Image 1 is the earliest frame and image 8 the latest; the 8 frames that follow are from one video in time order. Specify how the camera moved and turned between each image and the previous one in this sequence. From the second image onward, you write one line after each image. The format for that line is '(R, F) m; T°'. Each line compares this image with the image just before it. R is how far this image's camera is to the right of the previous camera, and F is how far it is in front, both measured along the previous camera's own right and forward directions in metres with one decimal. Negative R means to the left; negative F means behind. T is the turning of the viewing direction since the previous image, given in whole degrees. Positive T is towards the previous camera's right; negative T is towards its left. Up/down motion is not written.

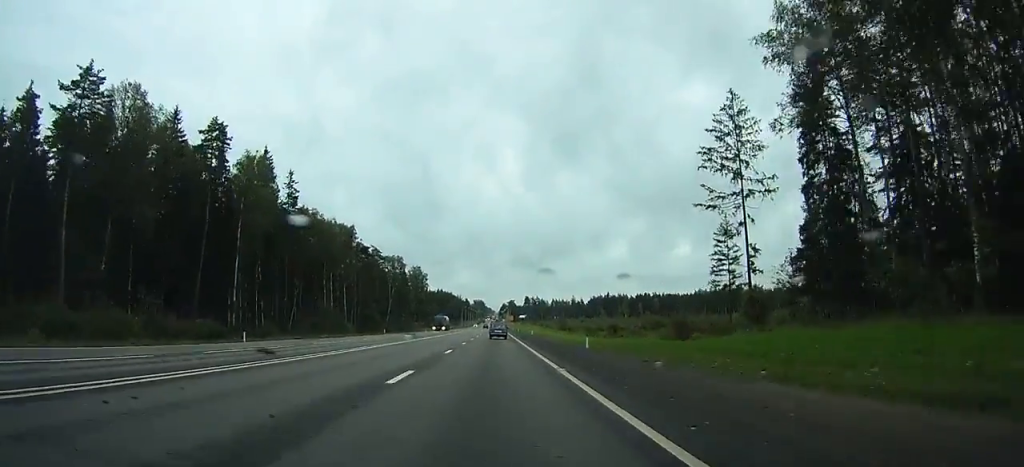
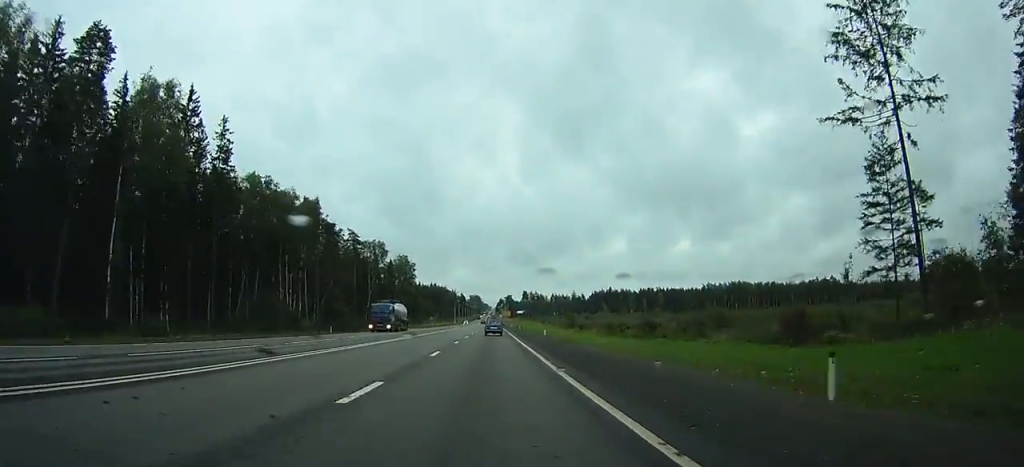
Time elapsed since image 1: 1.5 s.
(+0.1, +26.6) m; 0°
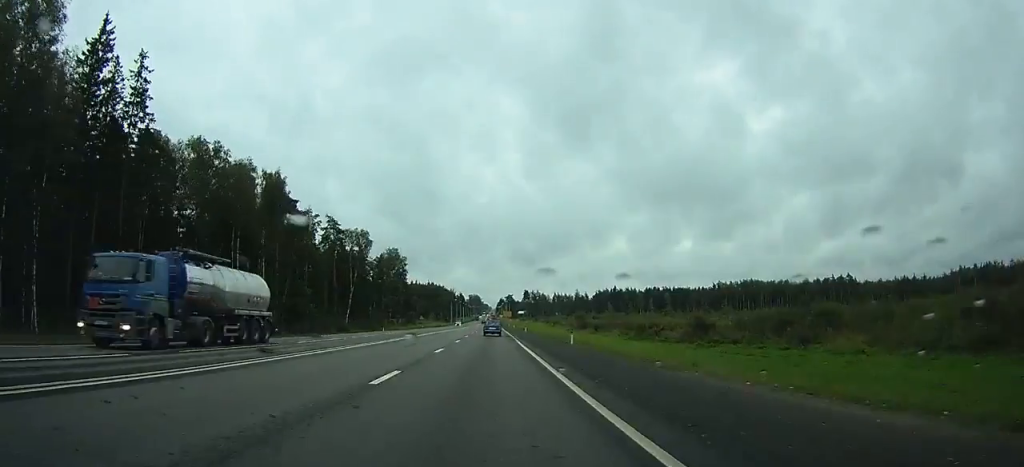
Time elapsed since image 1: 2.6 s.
(0.0, +20.8) m; 0°
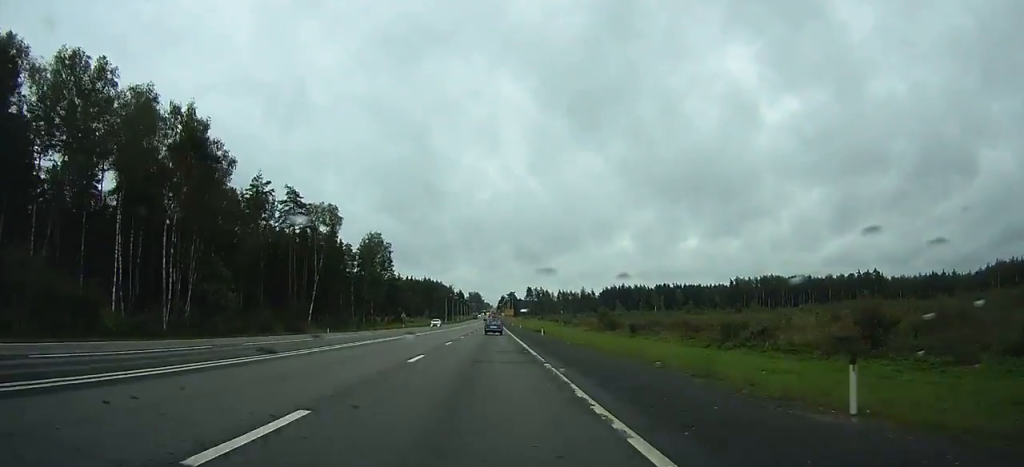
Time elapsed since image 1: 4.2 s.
(+0.3, +30.0) m; 0°
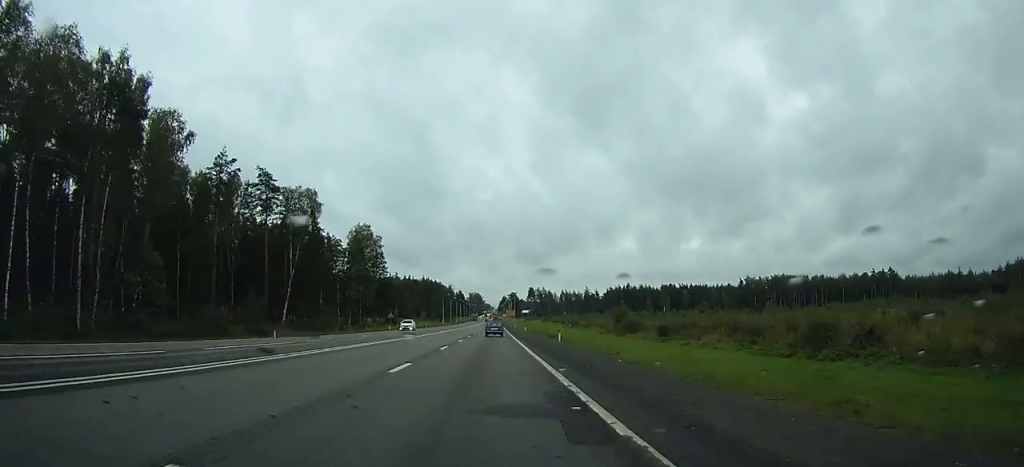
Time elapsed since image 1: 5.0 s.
(0.0, +15.3) m; 0°
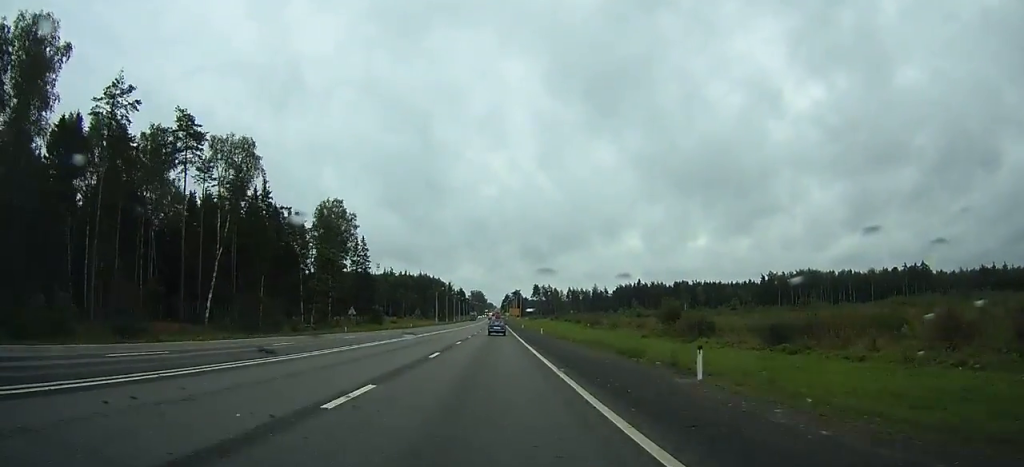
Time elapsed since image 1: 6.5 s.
(-0.1, +29.3) m; 0°
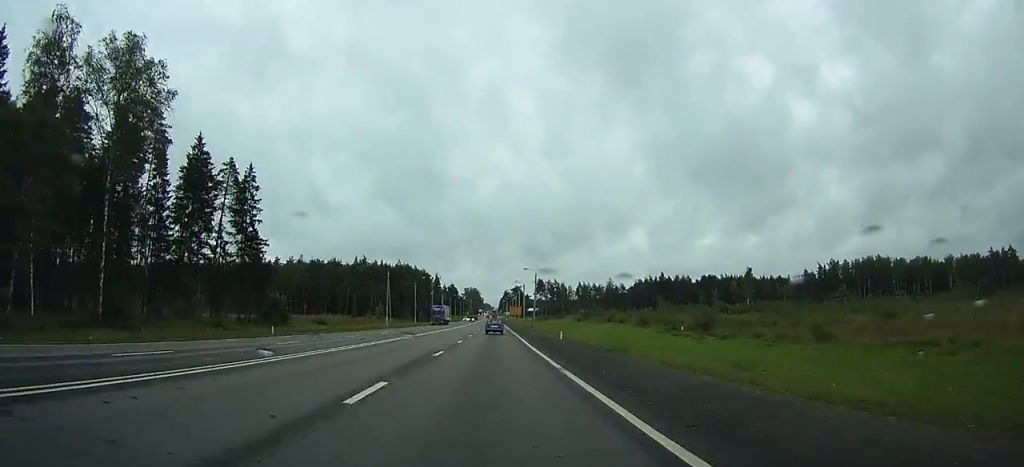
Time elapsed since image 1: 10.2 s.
(0.0, +71.1) m; 0°
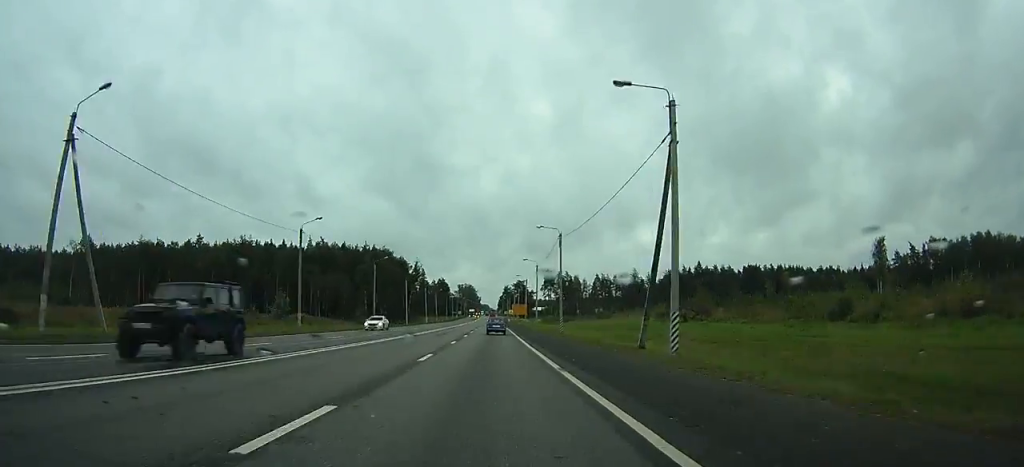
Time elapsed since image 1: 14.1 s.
(0.0, +74.4) m; 0°
